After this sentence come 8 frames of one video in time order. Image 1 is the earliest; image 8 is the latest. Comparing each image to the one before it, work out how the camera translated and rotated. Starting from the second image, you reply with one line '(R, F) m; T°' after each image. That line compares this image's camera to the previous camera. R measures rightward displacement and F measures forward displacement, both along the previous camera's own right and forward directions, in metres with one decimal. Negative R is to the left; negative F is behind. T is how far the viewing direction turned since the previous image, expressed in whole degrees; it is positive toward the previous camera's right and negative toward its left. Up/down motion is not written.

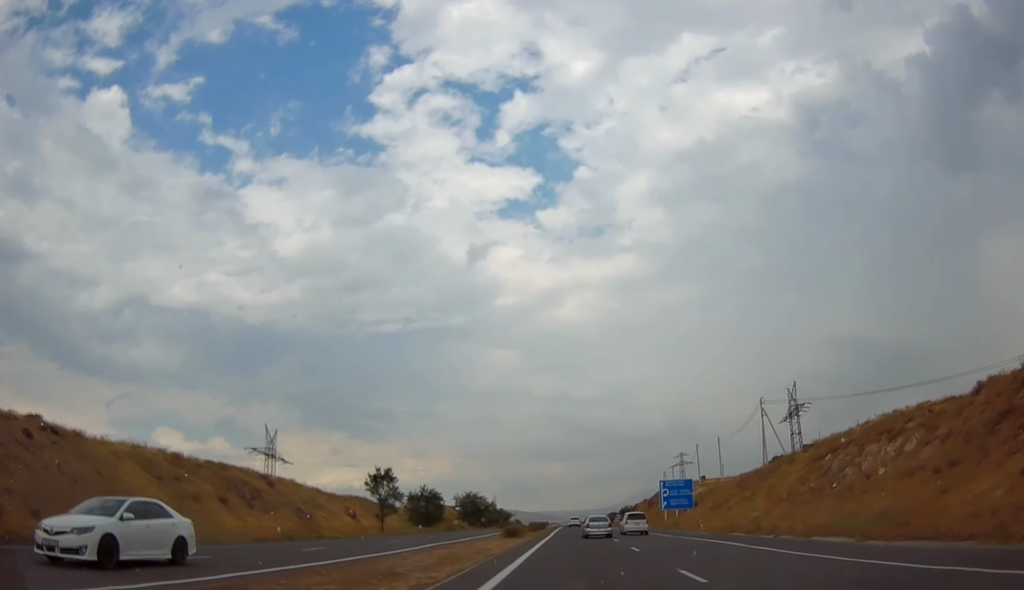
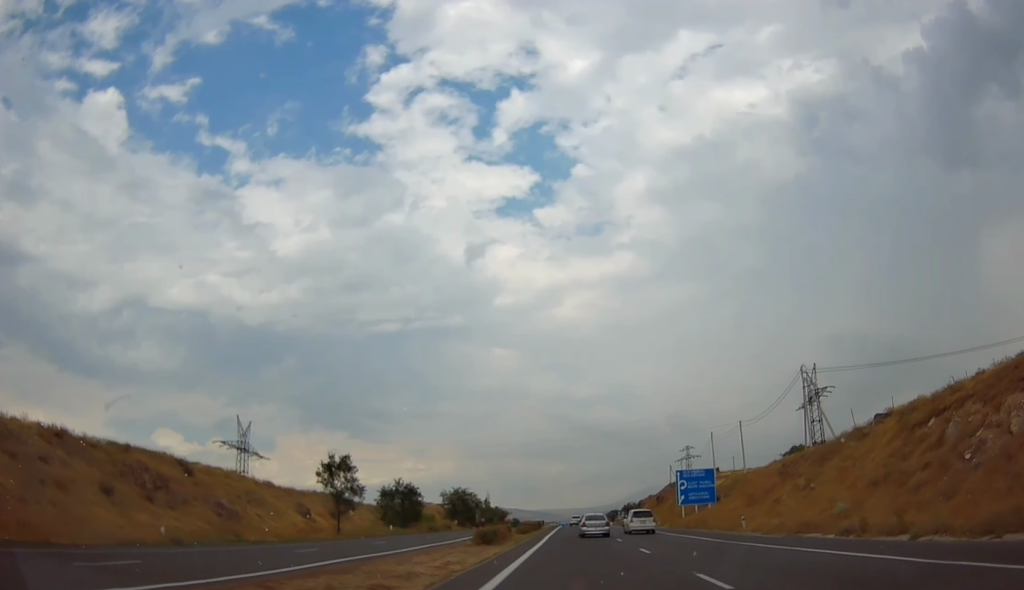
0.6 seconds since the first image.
(-0.2, +13.7) m; 0°
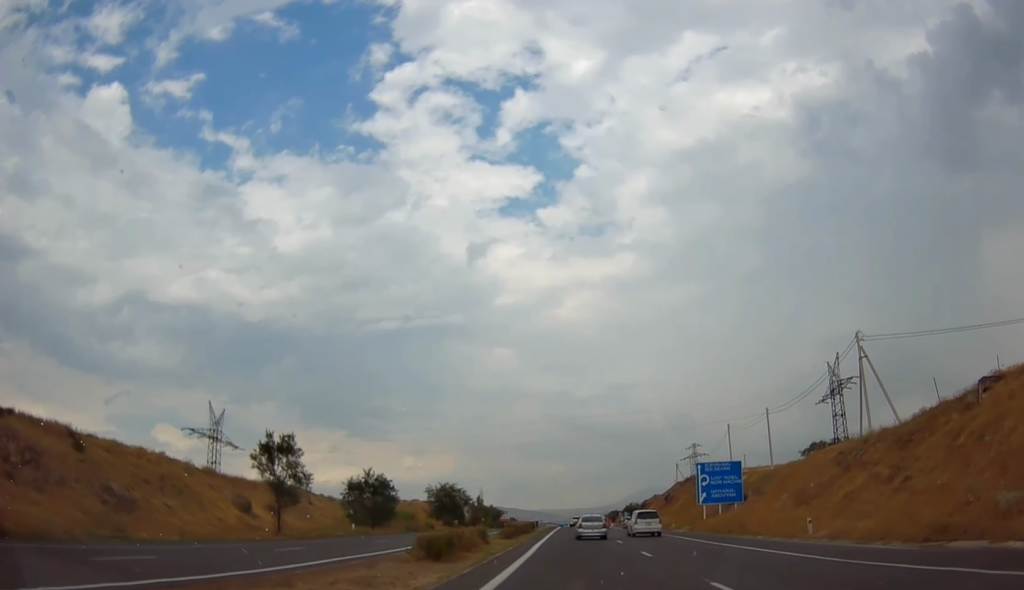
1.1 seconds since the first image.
(-0.1, +12.1) m; 0°
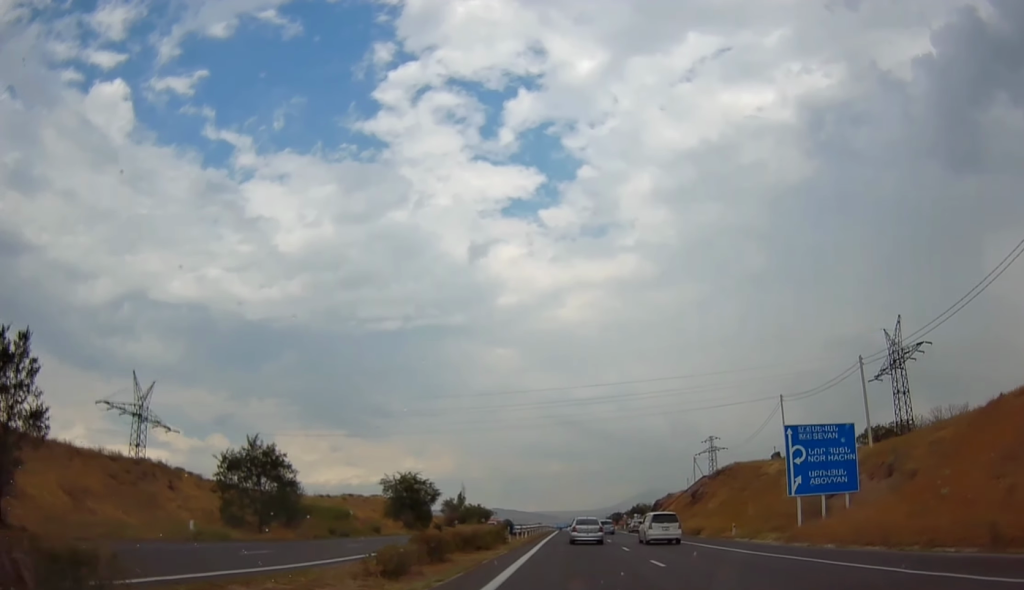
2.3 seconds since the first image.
(+0.4, +26.2) m; +1°
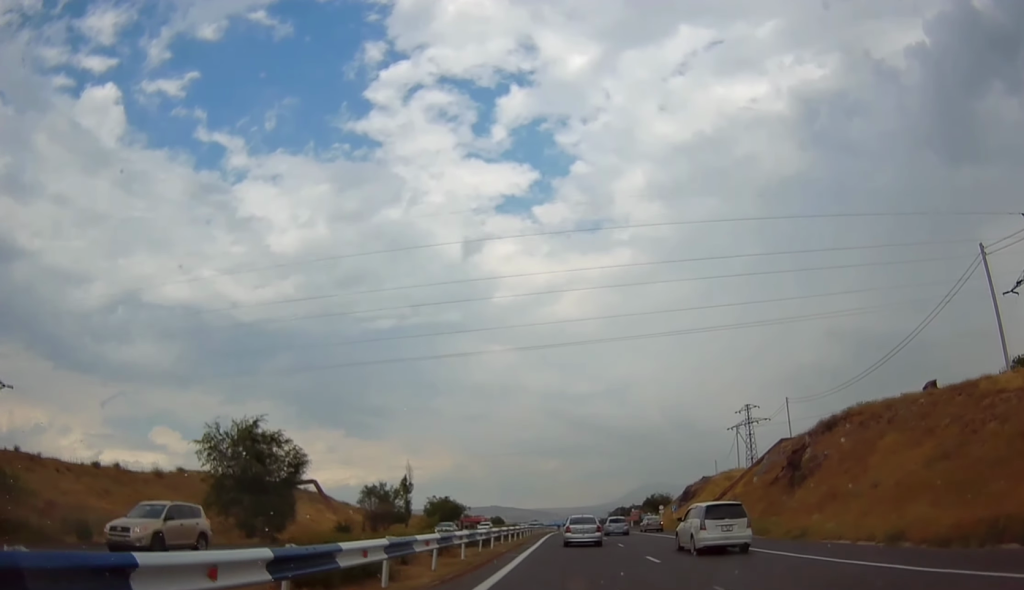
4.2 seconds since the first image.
(0.0, +42.8) m; 0°
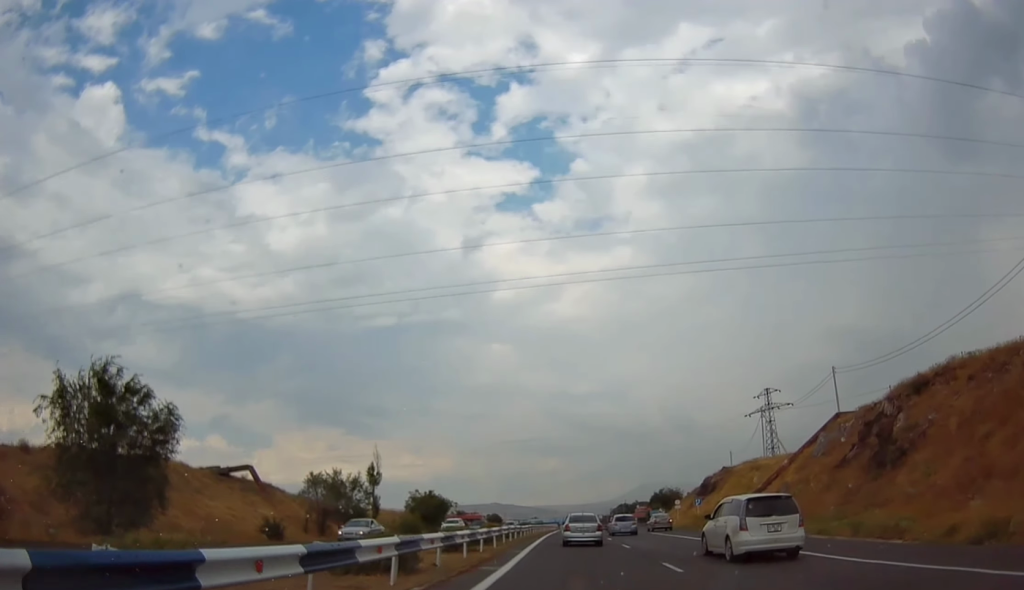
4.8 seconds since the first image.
(0.0, +15.1) m; -1°
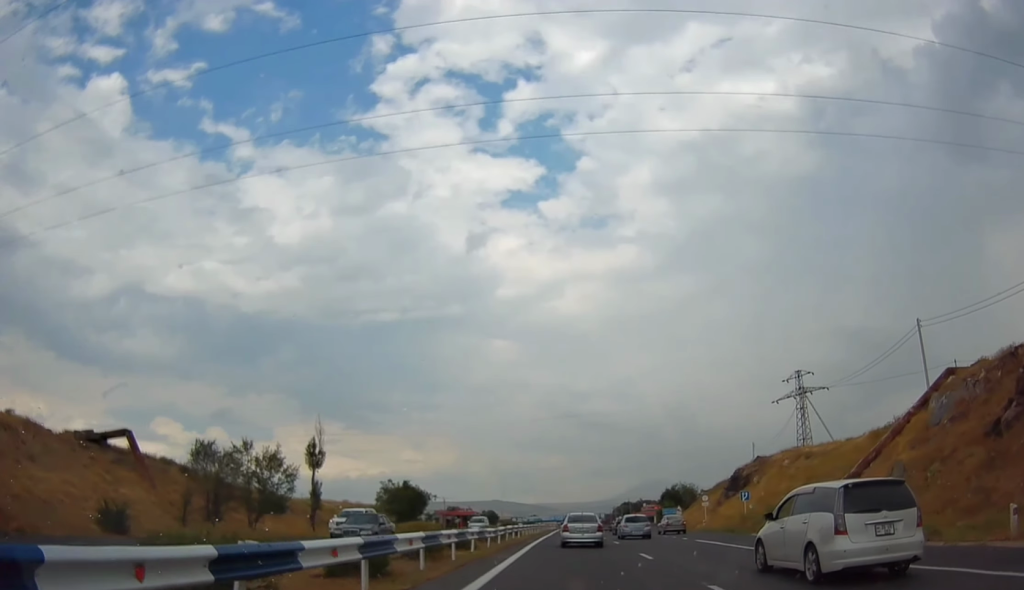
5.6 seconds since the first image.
(-0.2, +17.6) m; 0°
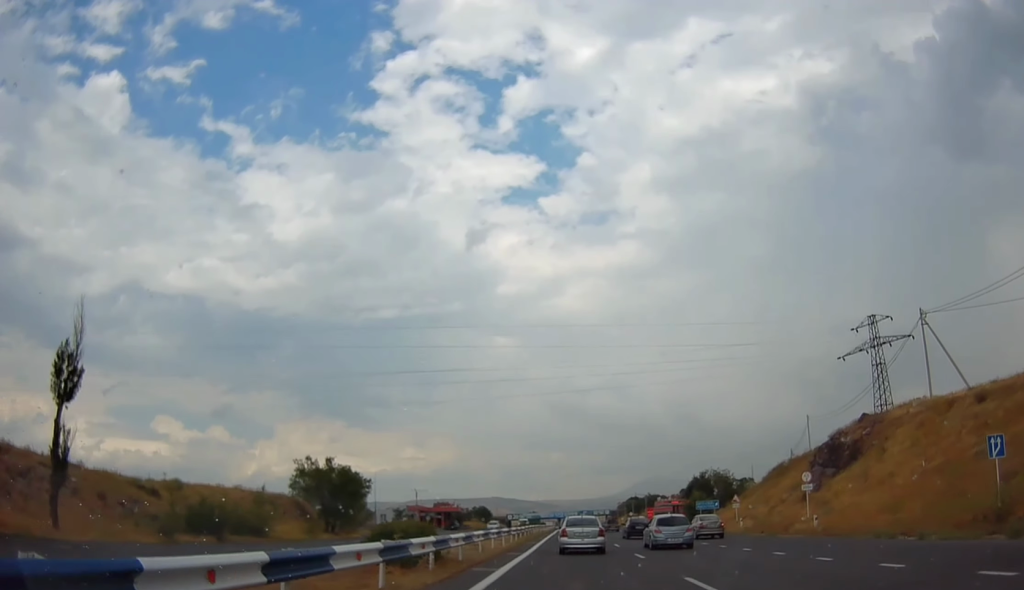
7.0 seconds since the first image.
(+0.5, +30.6) m; 0°
